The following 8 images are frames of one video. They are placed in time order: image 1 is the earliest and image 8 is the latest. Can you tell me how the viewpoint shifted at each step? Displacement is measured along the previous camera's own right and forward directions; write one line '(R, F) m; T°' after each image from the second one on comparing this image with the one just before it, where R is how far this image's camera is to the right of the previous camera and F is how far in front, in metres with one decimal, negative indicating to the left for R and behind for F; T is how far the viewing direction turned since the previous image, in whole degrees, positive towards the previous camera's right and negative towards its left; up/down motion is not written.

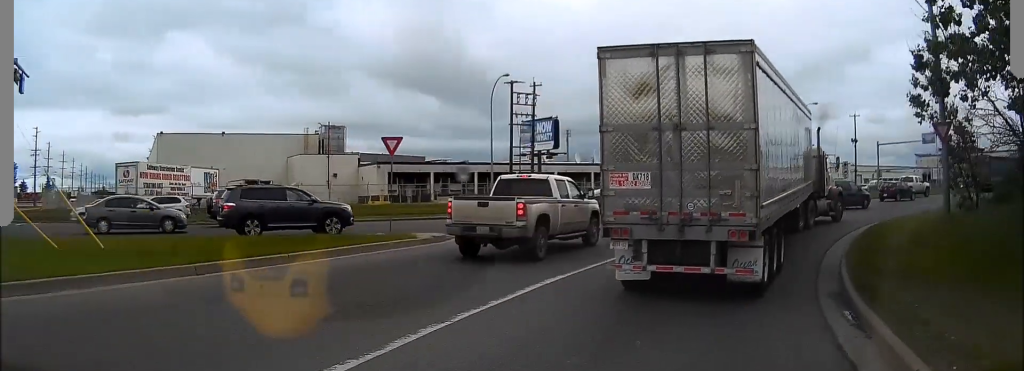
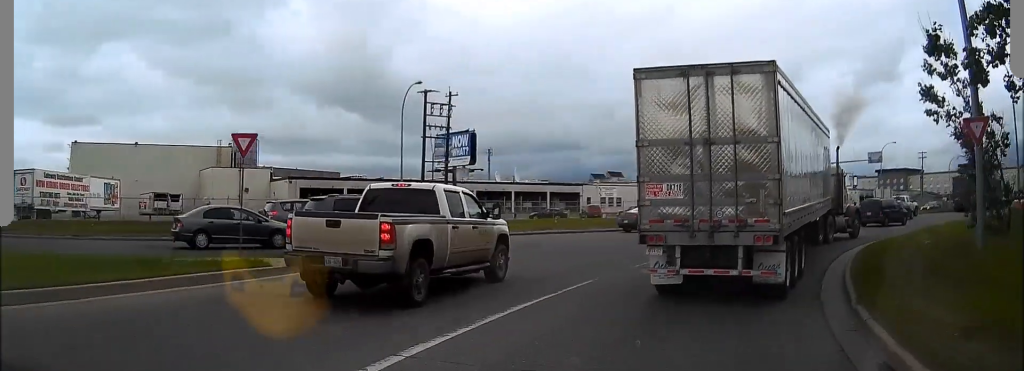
(0.0, +5.7) m; +5°
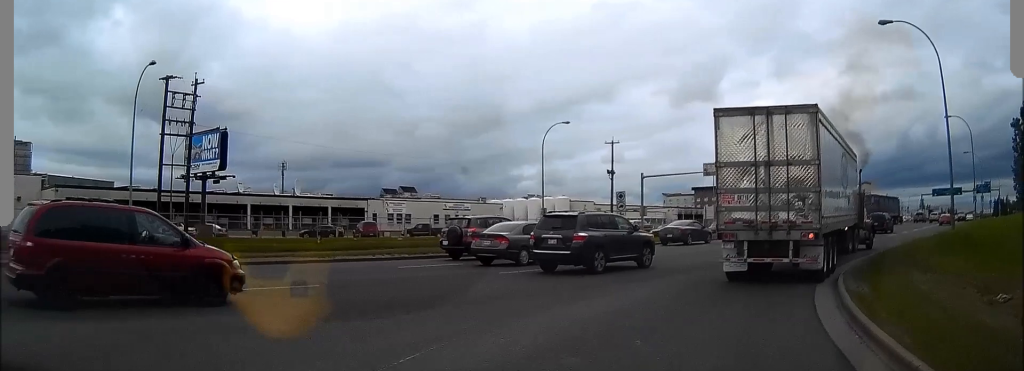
(+2.1, +14.0) m; +14°
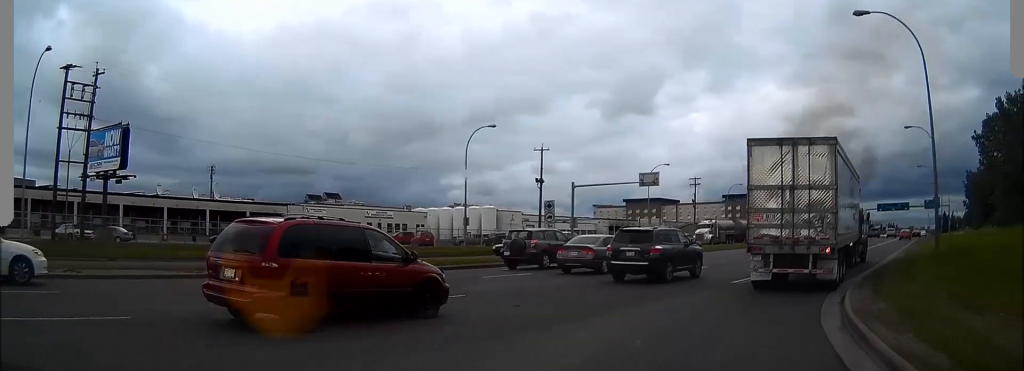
(+0.2, +5.7) m; +3°
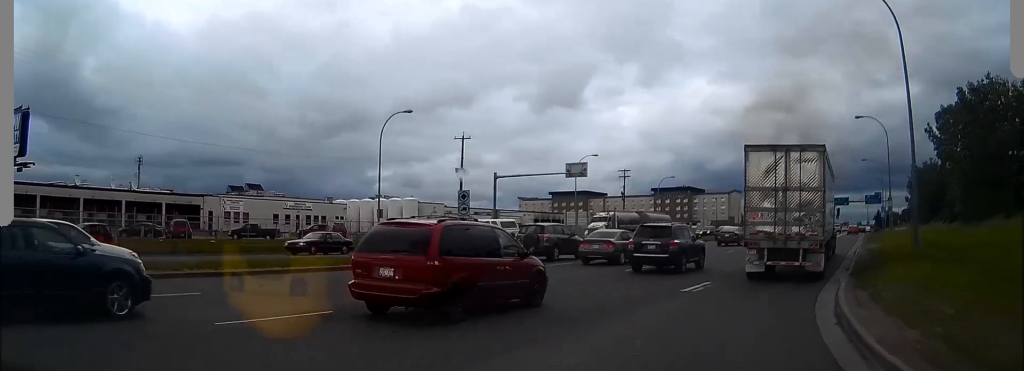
(0.0, +4.8) m; +3°
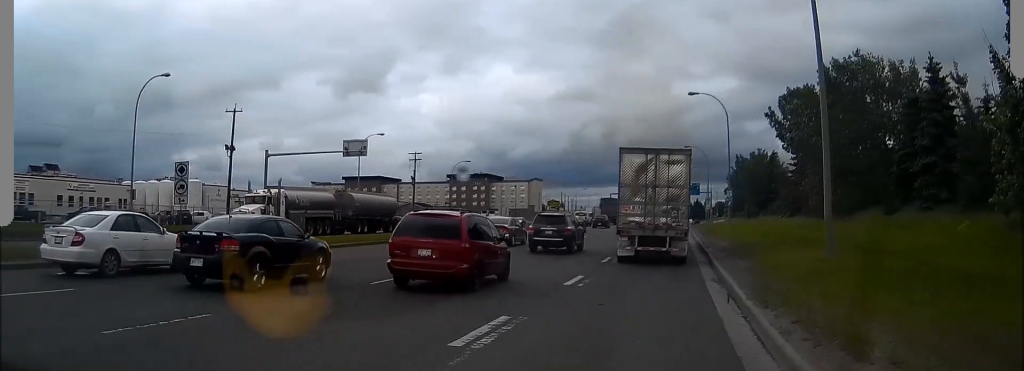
(+0.8, +9.3) m; +12°
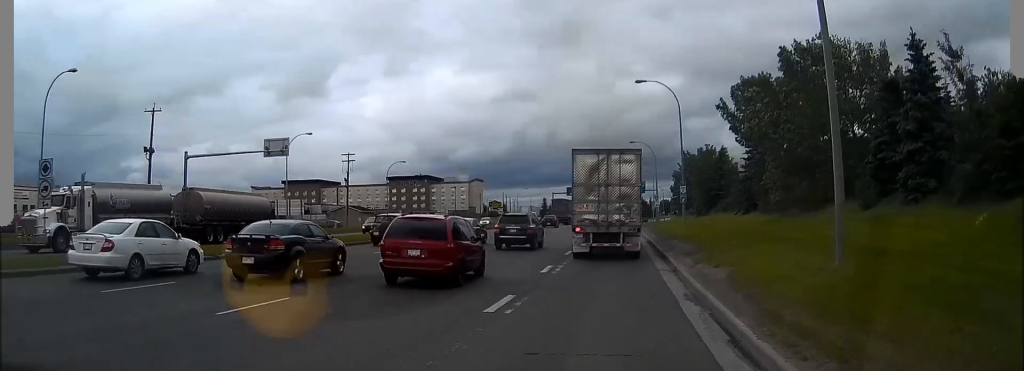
(+0.4, +4.7) m; +6°
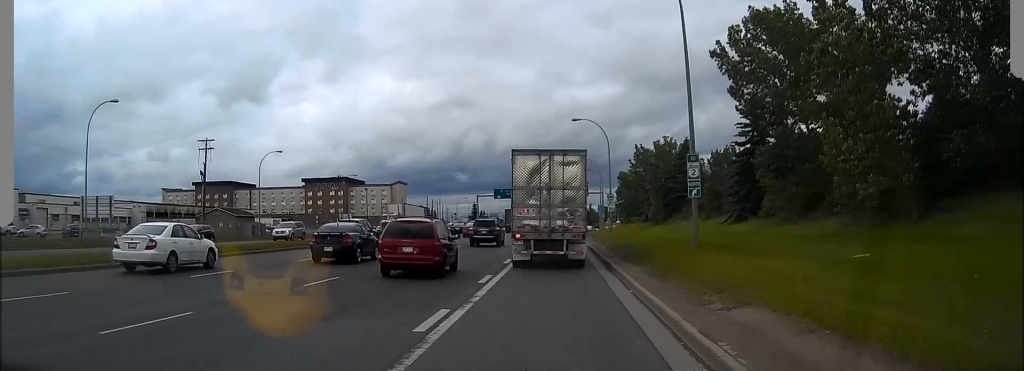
(+3.2, +25.6) m; +11°
